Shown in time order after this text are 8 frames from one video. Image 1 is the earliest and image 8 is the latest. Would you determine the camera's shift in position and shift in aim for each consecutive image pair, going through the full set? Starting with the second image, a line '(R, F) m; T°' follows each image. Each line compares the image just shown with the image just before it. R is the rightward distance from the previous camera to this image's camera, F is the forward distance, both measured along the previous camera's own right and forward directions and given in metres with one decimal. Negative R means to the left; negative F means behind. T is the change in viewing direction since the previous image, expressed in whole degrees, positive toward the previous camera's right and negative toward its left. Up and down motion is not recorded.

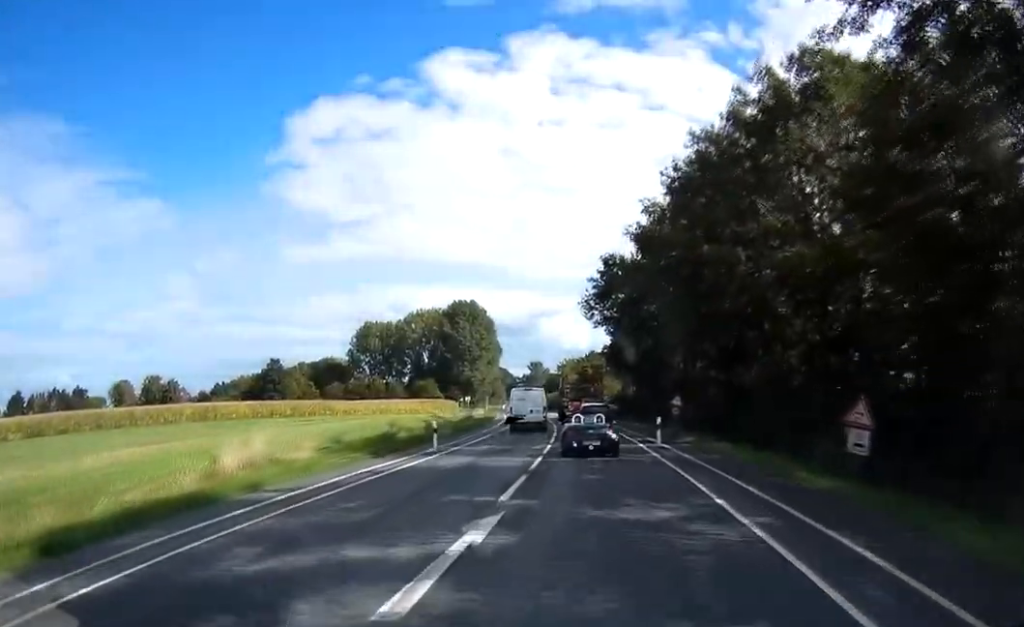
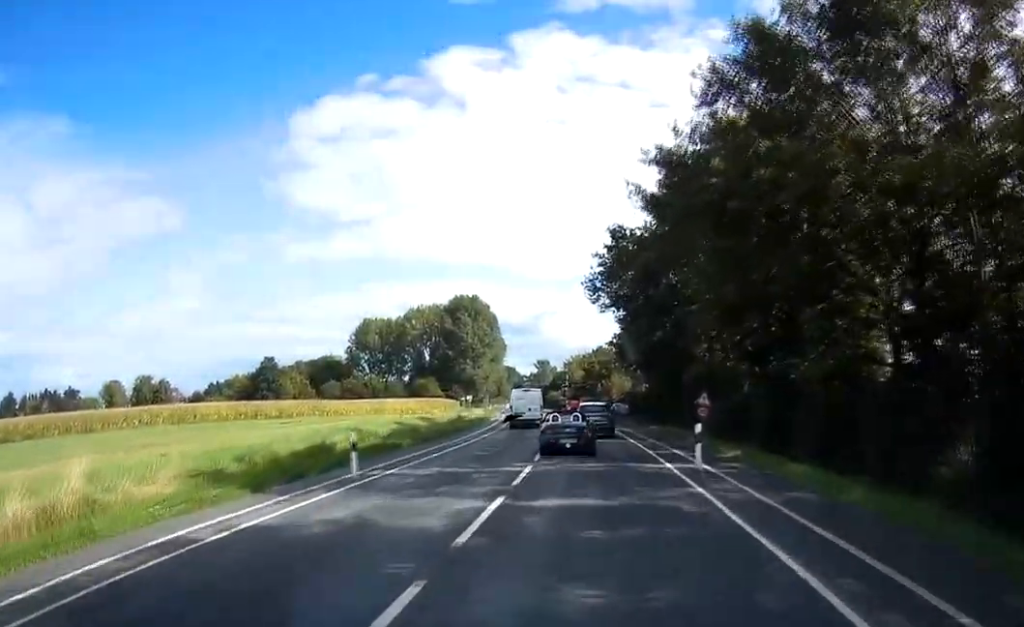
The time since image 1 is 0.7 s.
(0.0, +9.4) m; 0°
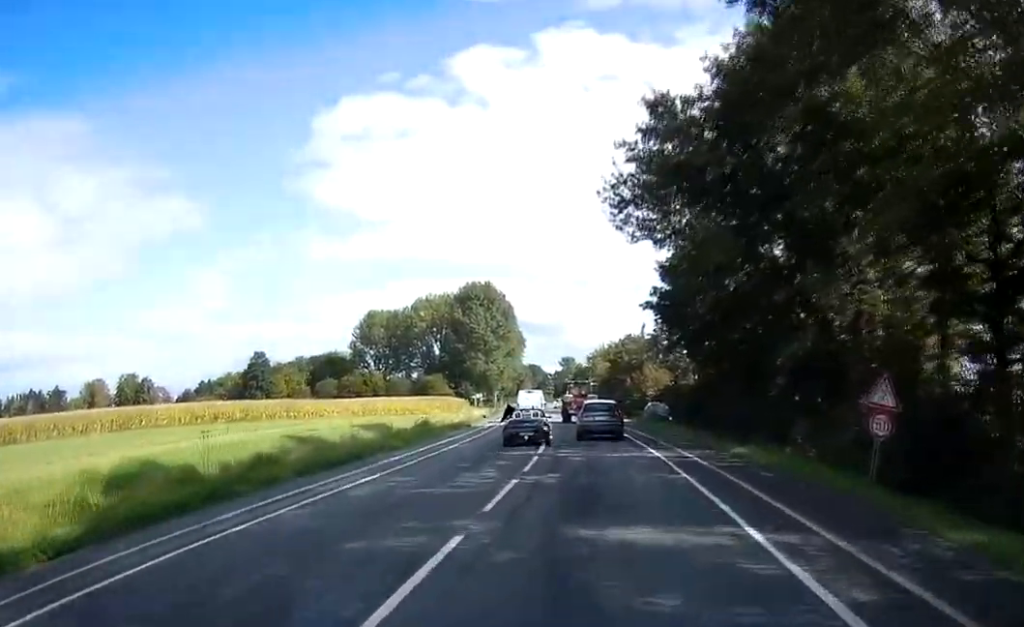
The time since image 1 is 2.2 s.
(0.0, +22.1) m; -1°
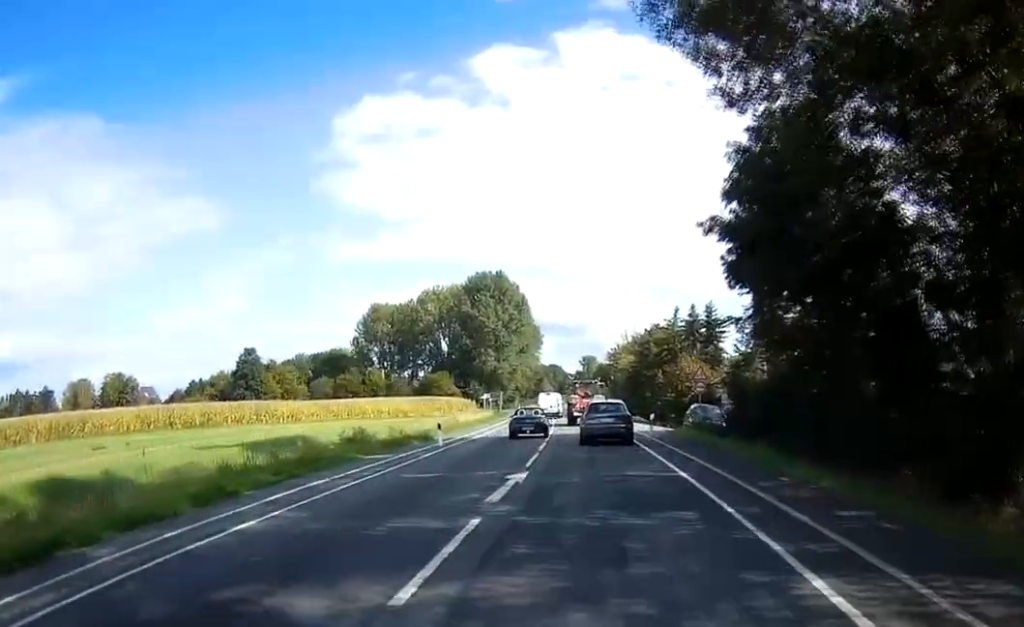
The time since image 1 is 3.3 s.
(-0.3, +17.0) m; -2°
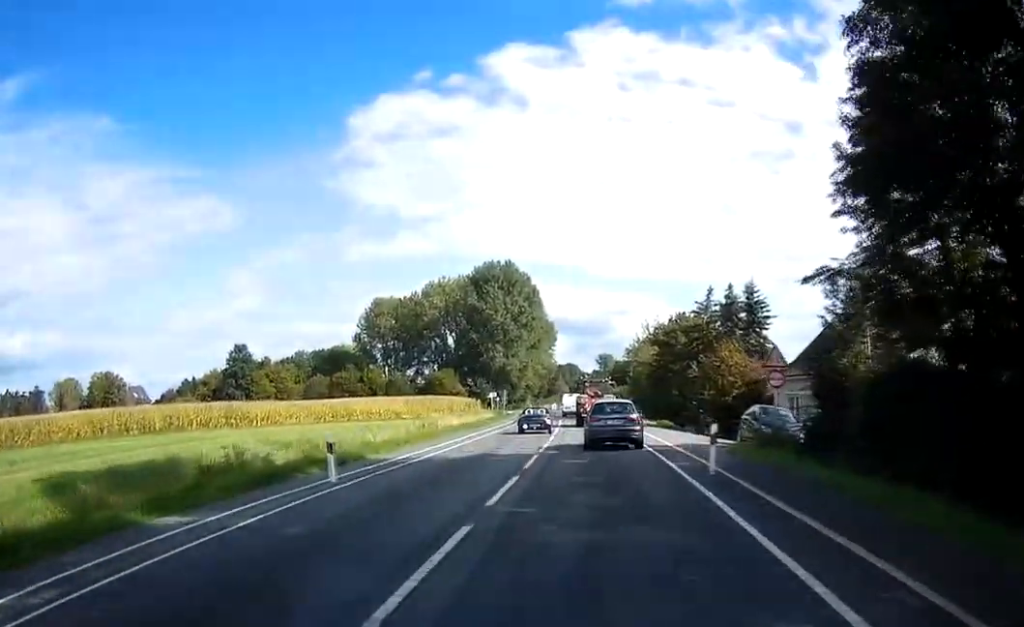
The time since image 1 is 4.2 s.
(-0.3, +12.9) m; 0°
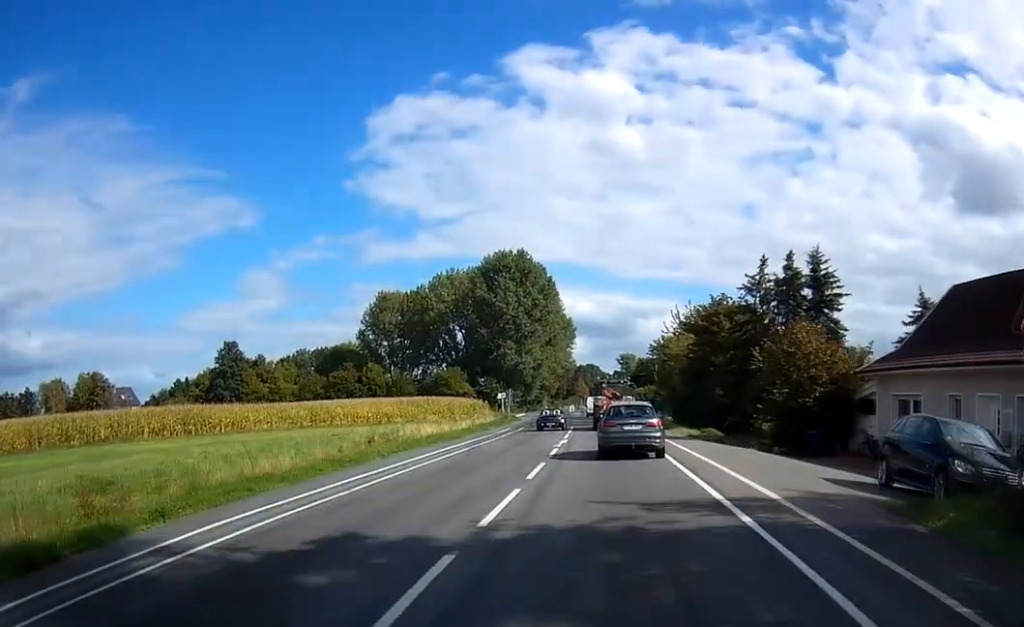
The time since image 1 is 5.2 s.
(+0.3, +14.0) m; -2°
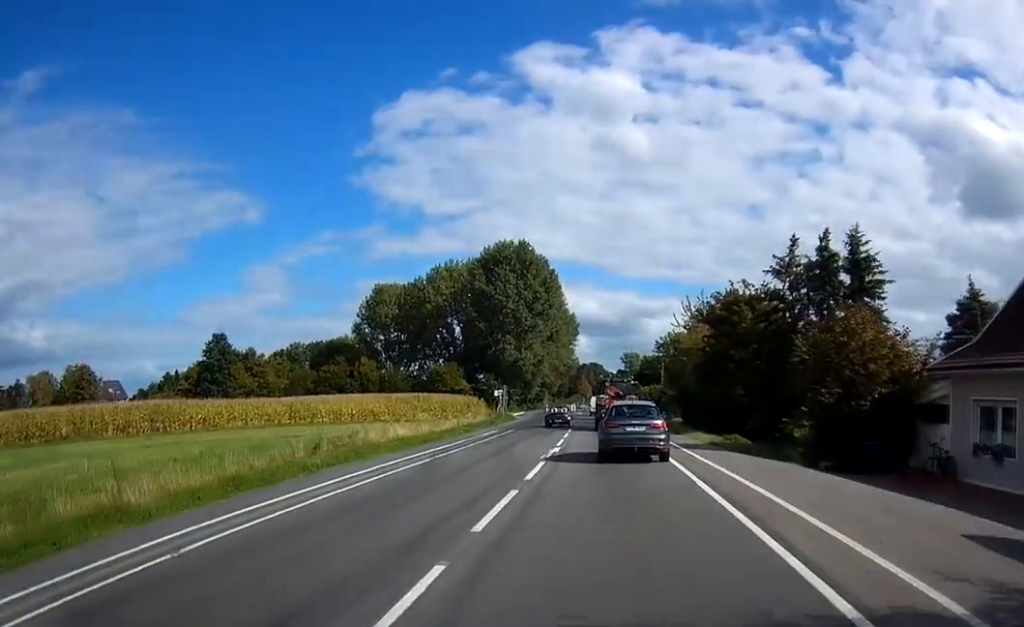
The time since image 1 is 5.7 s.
(-0.4, +6.6) m; -2°
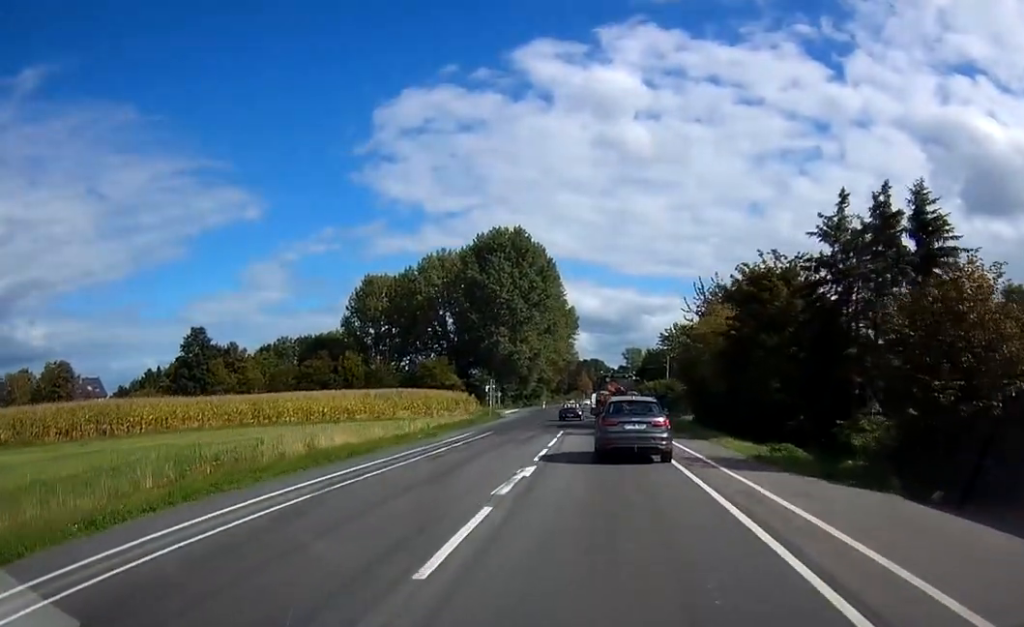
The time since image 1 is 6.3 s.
(-0.3, +9.0) m; -2°
